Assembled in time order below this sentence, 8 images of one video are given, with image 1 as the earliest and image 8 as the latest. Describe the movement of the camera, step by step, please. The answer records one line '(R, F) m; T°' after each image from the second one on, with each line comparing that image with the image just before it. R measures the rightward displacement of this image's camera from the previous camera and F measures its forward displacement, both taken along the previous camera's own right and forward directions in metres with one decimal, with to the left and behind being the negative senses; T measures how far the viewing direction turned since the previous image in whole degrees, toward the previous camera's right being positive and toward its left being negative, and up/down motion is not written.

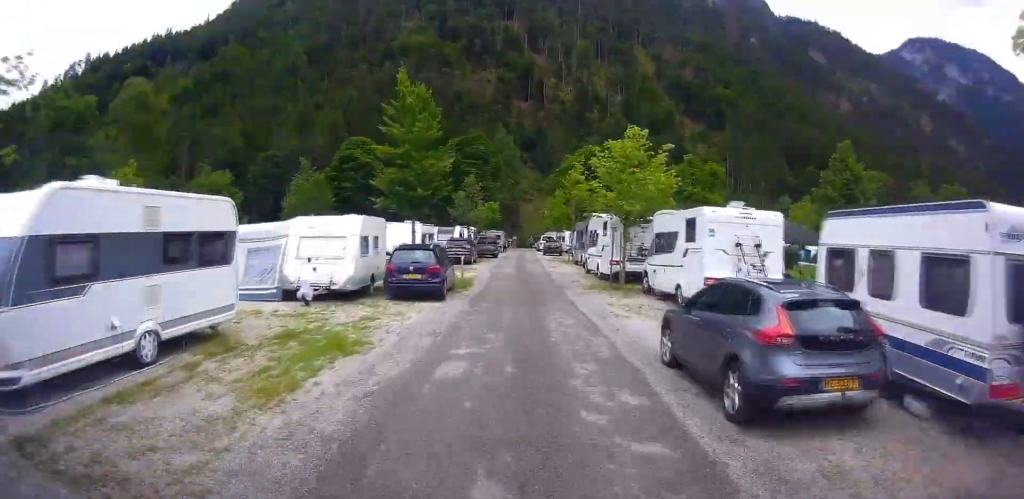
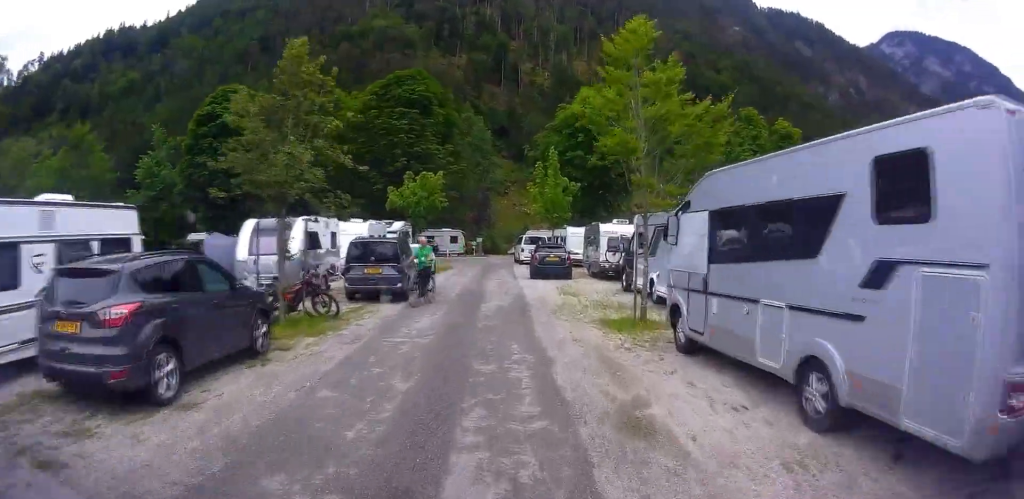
(-1.0, +33.6) m; -10°
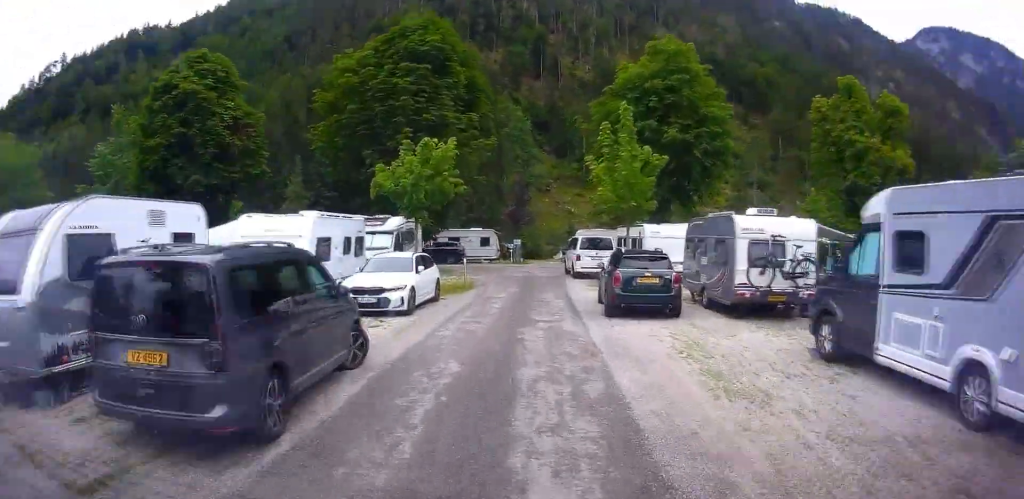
(-0.7, +12.3) m; +8°
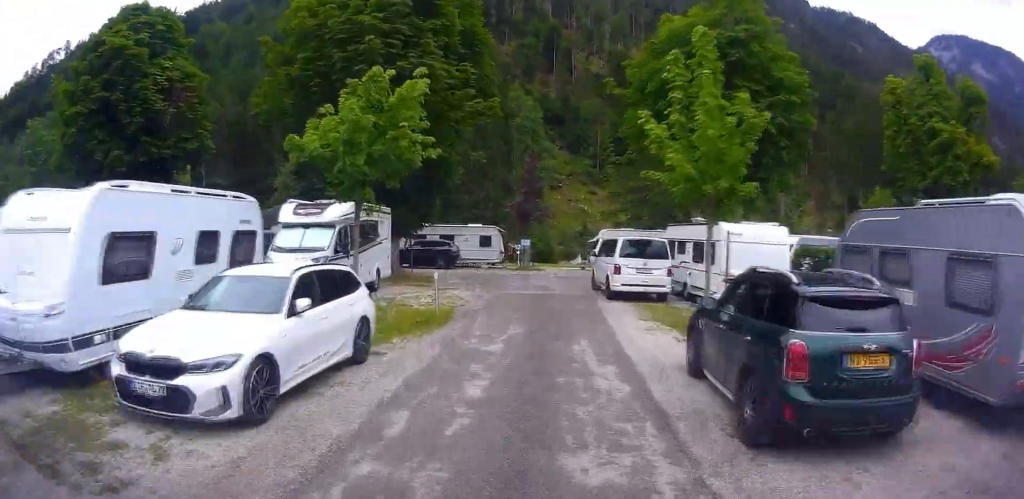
(+2.2, +8.1) m; +3°
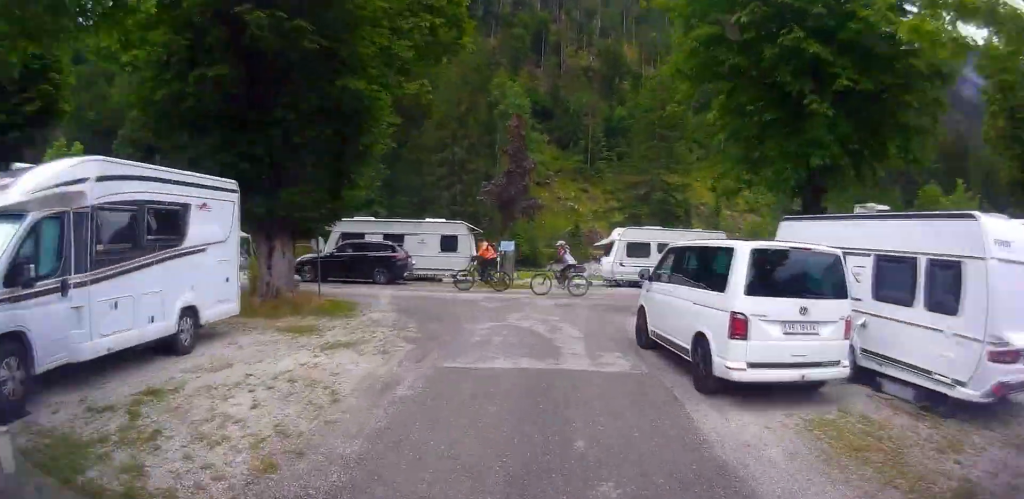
(-1.2, +10.3) m; -9°
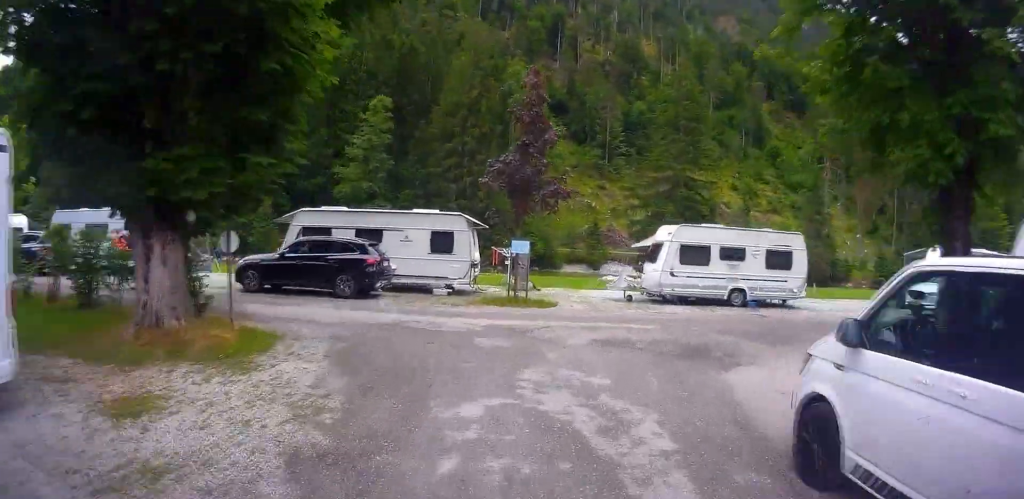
(-0.5, +7.2) m; -5°
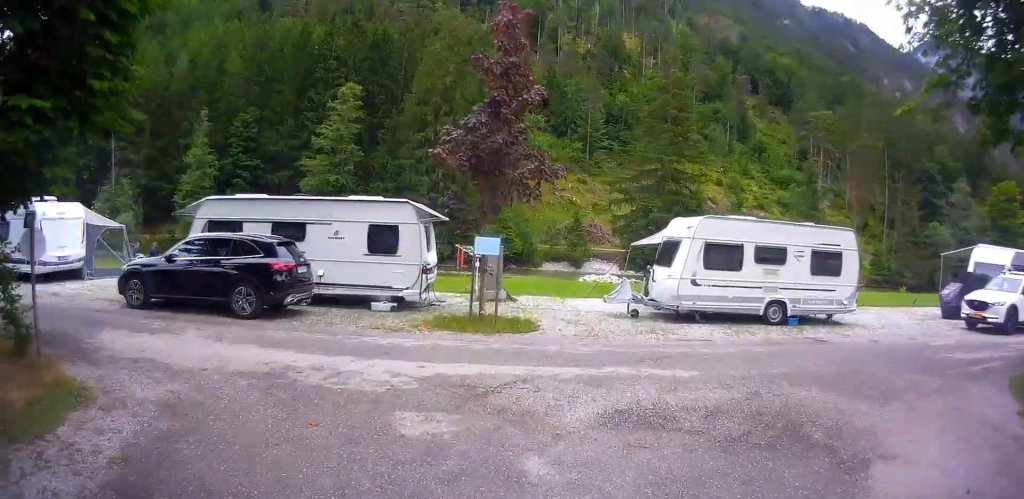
(-0.3, +6.1) m; 0°
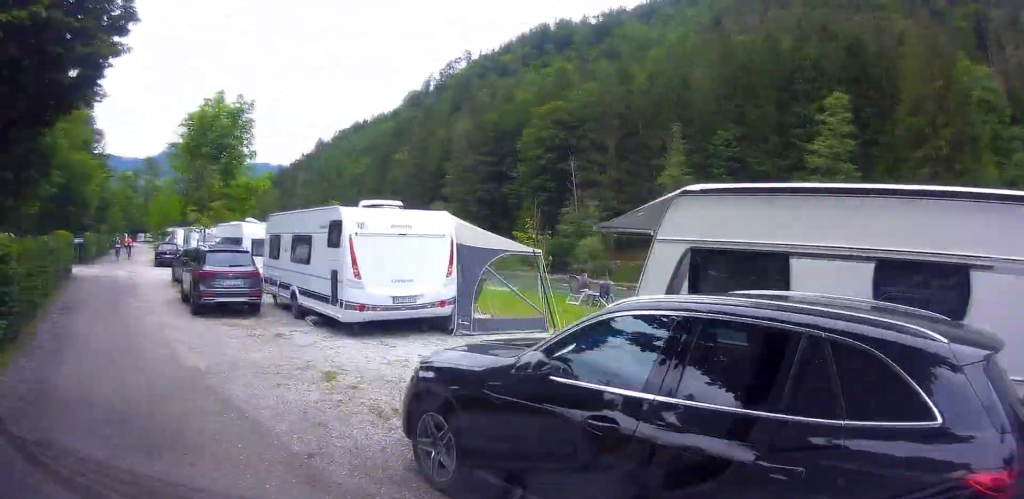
(-0.9, +15.7) m; -41°
